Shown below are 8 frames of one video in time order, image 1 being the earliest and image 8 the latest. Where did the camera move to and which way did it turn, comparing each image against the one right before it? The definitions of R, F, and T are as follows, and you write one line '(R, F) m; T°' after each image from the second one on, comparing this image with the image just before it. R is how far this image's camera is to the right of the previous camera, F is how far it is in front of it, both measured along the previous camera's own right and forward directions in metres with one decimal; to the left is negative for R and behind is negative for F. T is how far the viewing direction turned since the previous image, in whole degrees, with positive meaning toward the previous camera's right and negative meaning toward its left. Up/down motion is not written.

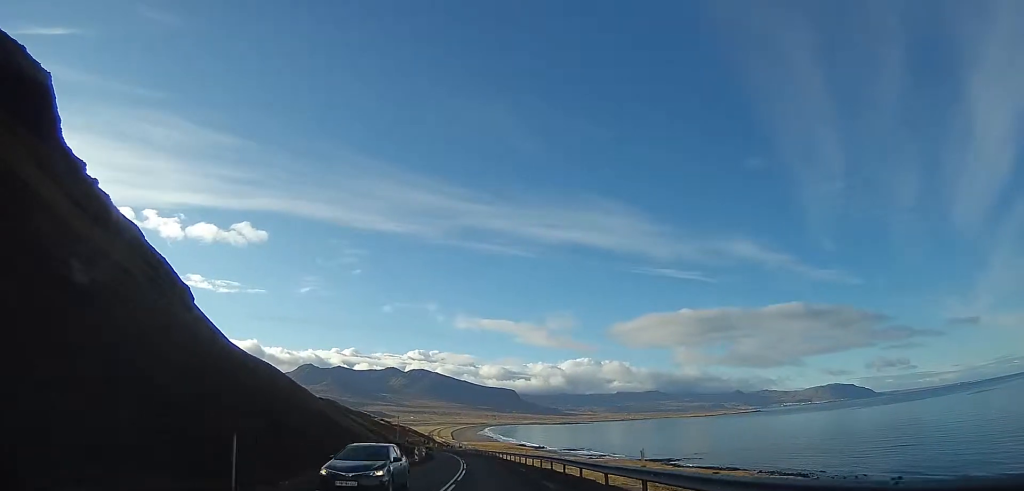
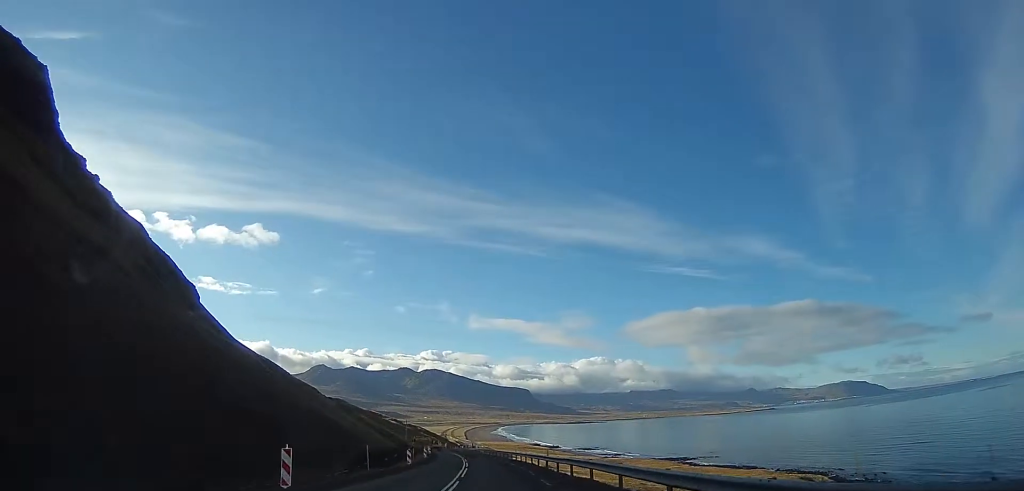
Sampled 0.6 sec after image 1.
(-0.1, +9.8) m; -1°
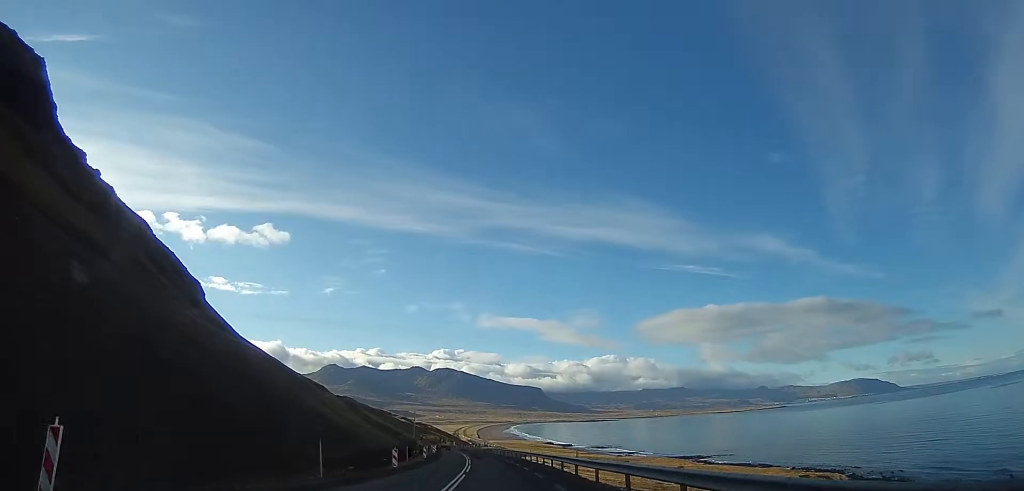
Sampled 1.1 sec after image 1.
(+0.1, +8.7) m; -1°
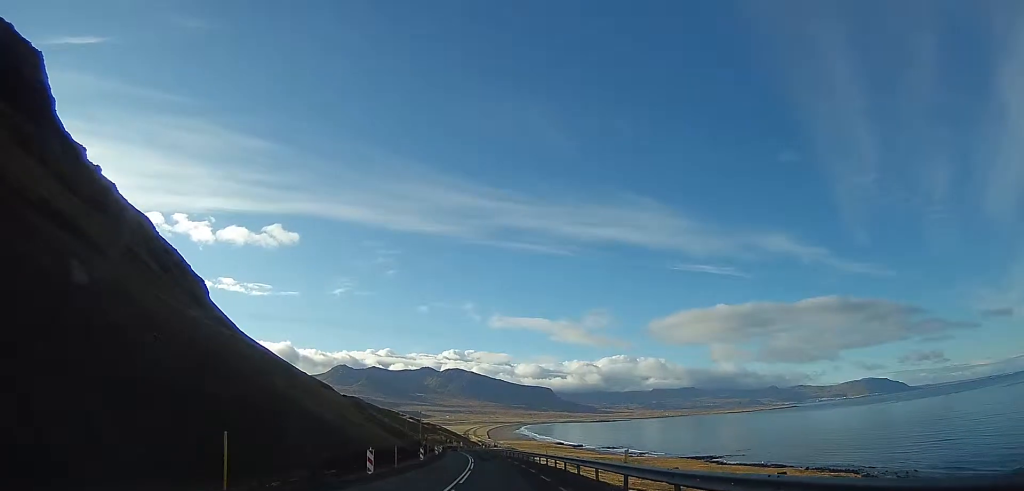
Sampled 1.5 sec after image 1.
(-0.1, +7.5) m; -1°
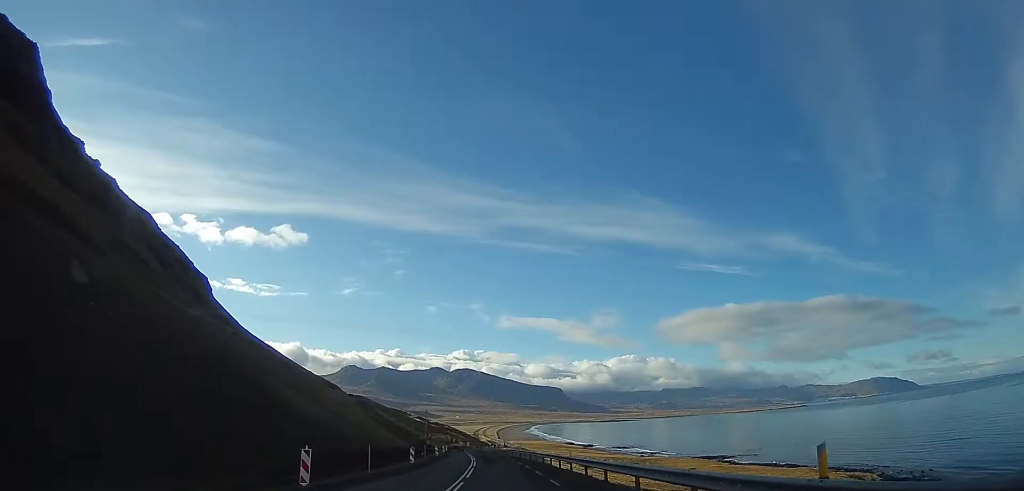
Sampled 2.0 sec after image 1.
(-0.1, +8.7) m; -2°
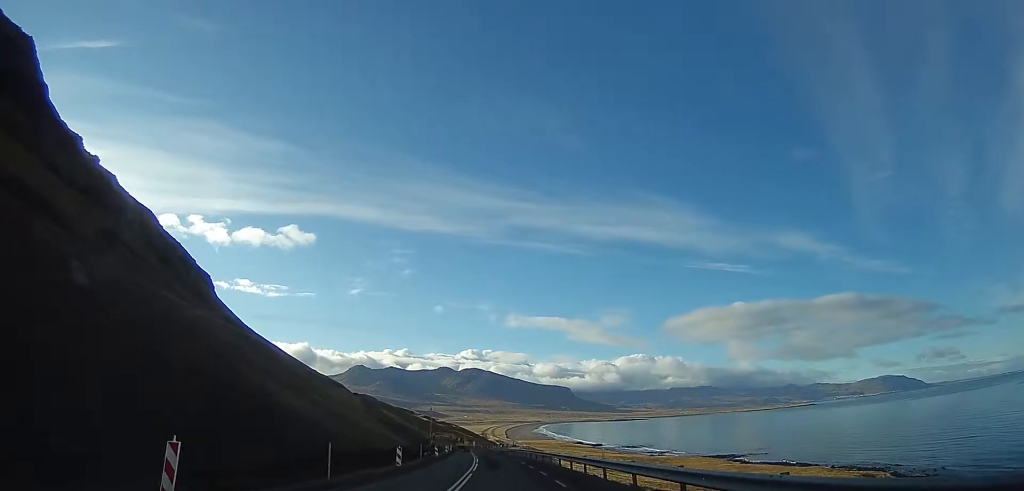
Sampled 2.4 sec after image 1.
(-0.1, +6.9) m; -1°
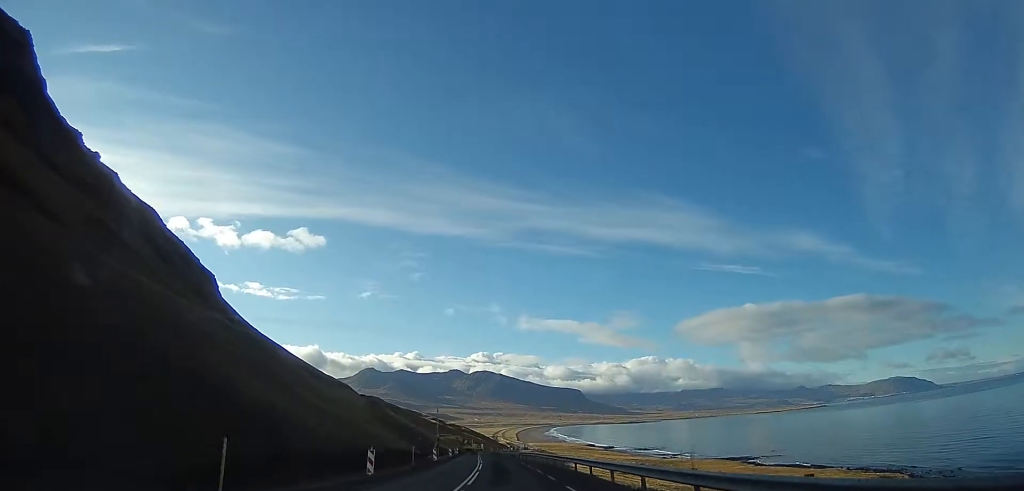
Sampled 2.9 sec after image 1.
(-0.2, +8.1) m; -1°
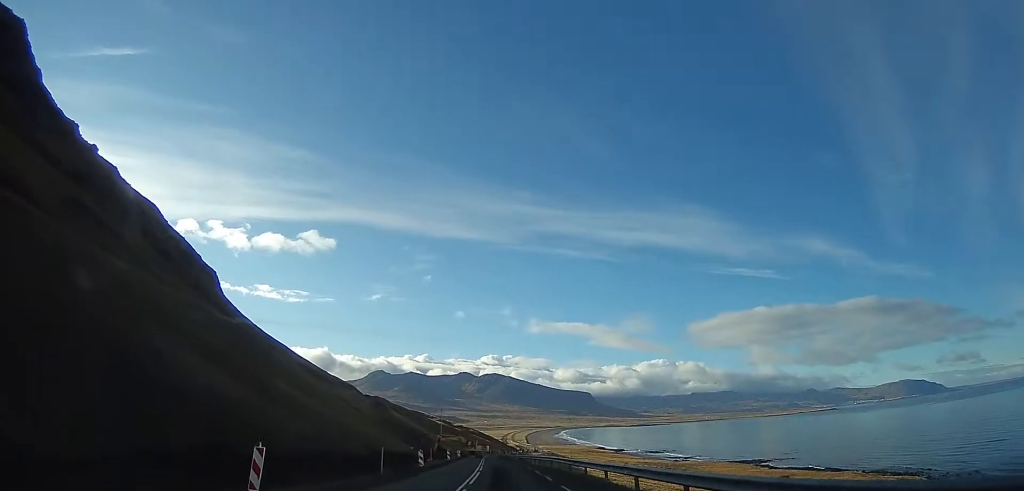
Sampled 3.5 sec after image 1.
(-0.1, +11.0) m; -1°
